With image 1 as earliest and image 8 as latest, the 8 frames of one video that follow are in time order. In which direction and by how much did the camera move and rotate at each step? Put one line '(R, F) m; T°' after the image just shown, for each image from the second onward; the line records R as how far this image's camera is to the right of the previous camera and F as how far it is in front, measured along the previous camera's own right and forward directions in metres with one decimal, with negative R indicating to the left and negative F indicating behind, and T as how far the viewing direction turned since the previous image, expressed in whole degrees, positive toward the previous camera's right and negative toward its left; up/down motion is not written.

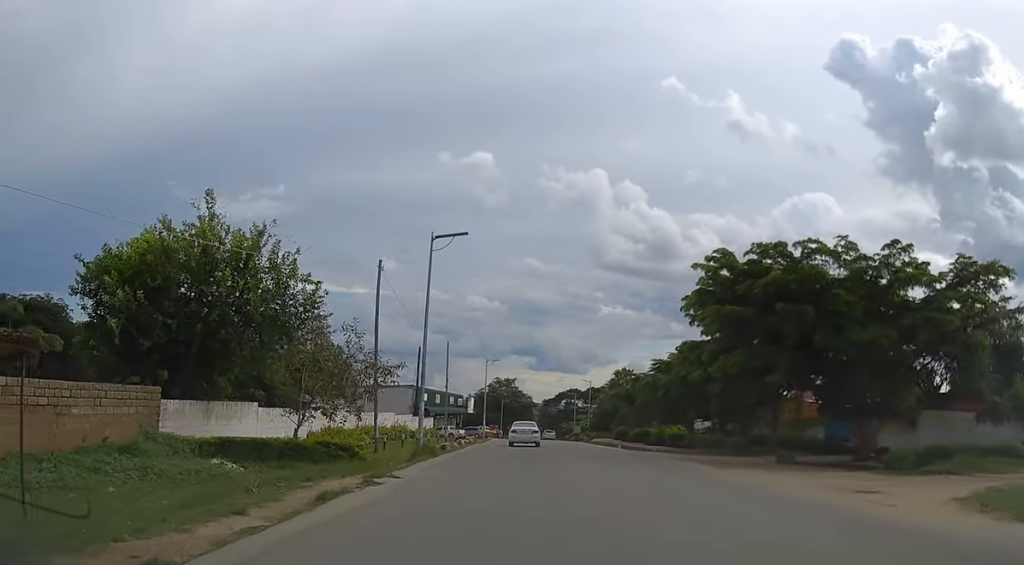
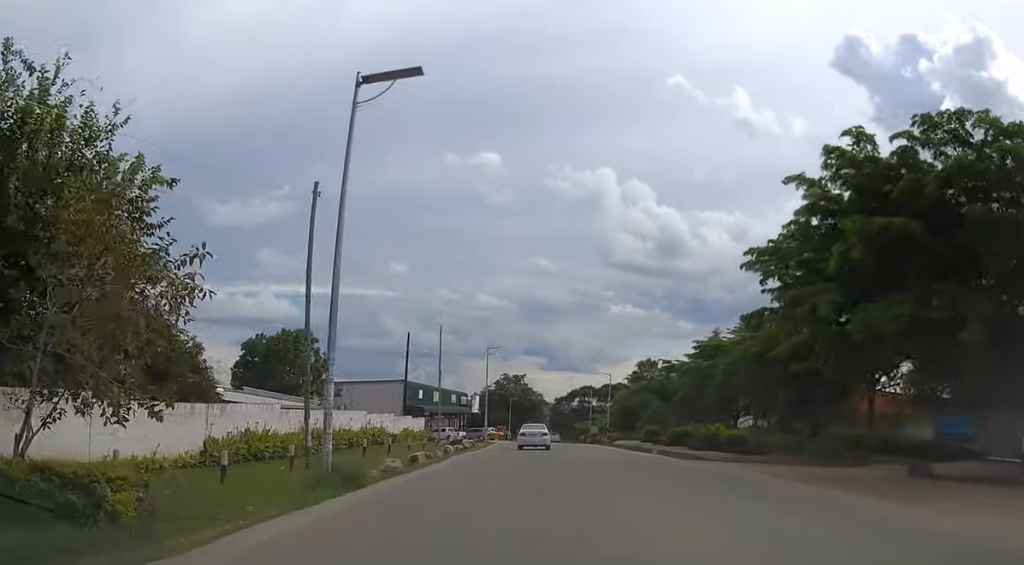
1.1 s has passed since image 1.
(-0.3, +12.5) m; -1°
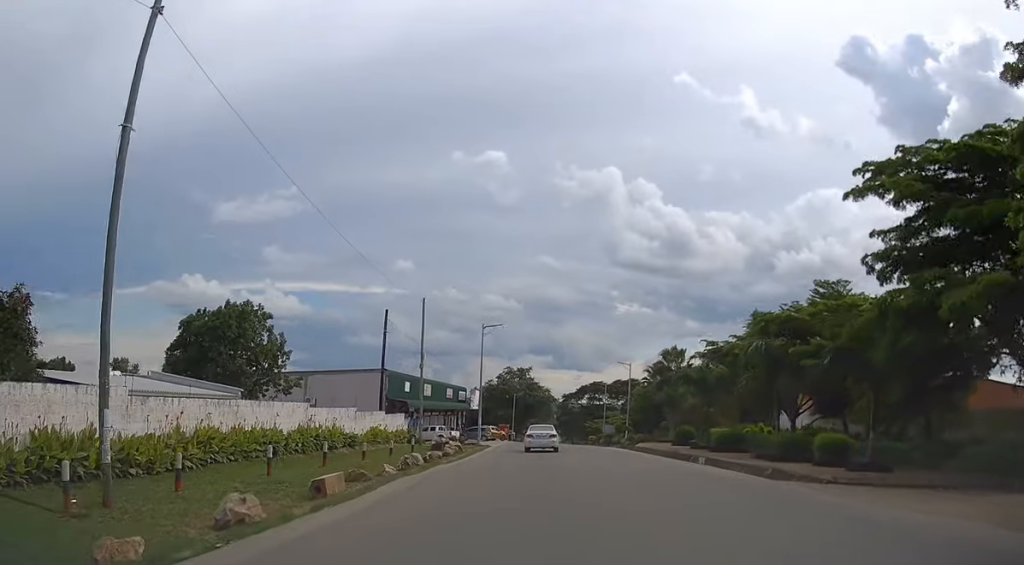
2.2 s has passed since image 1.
(+0.1, +12.4) m; 0°
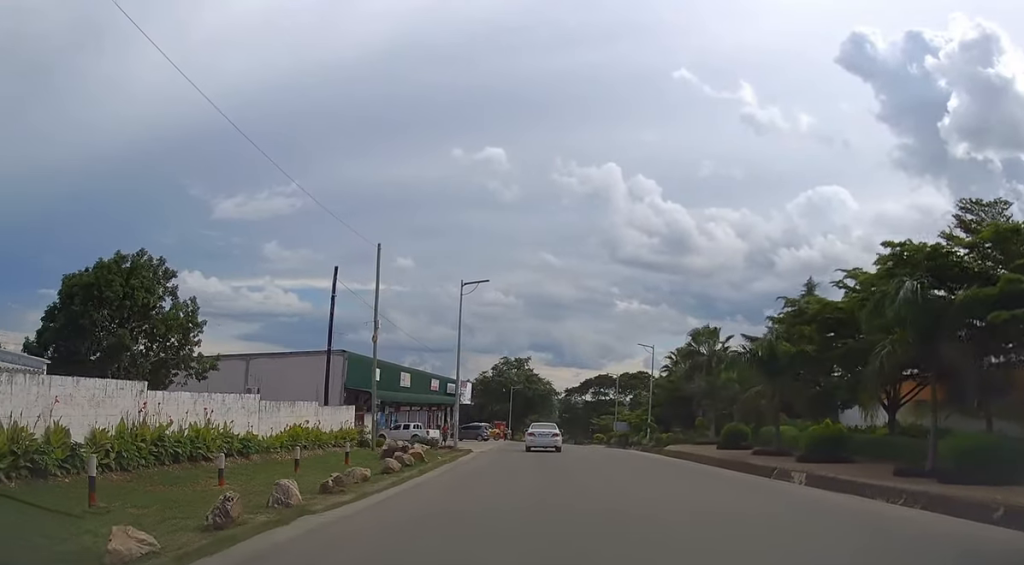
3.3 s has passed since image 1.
(-0.1, +13.8) m; 0°
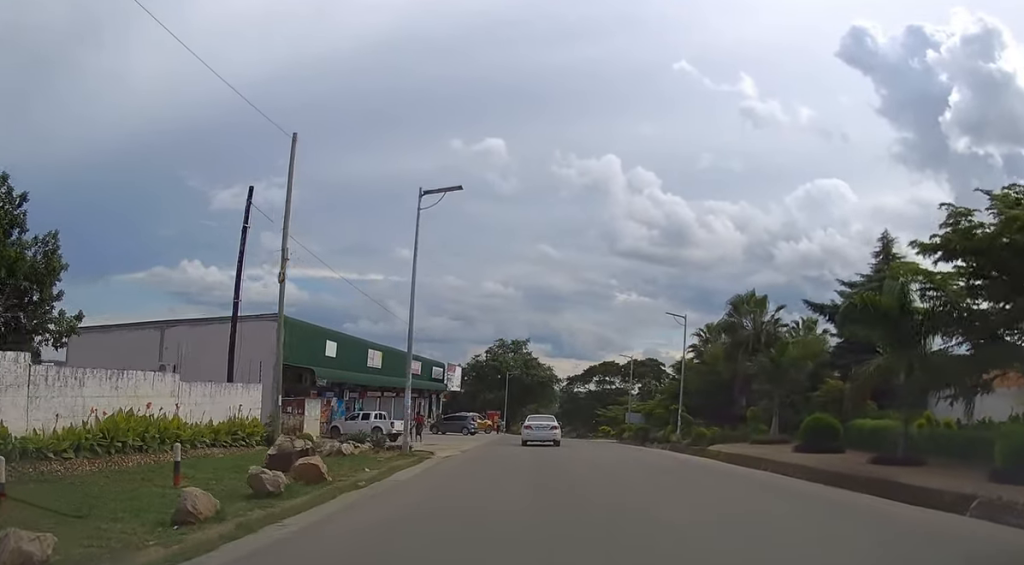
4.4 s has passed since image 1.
(0.0, +12.7) m; 0°
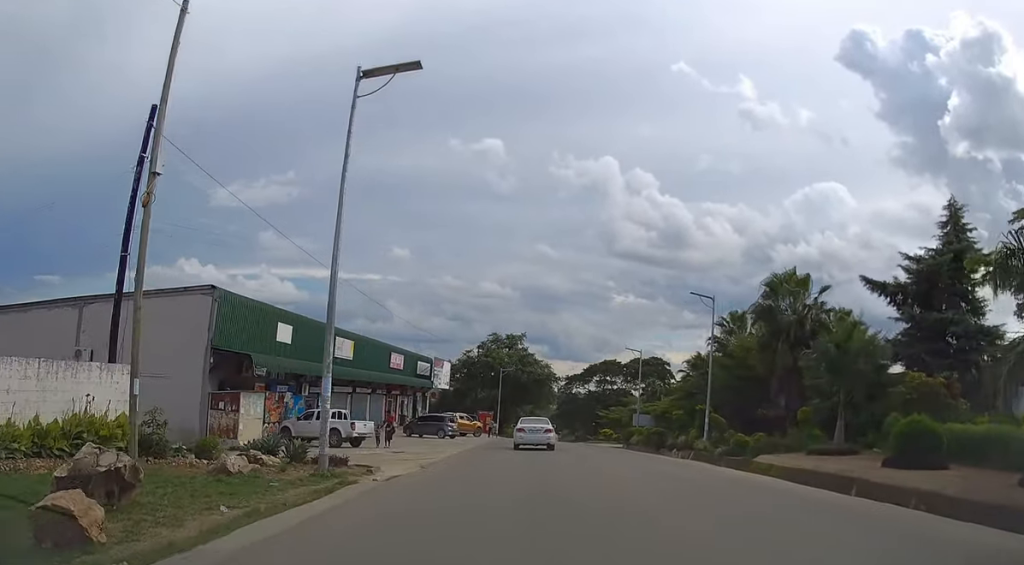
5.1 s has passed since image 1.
(0.0, +8.1) m; 0°
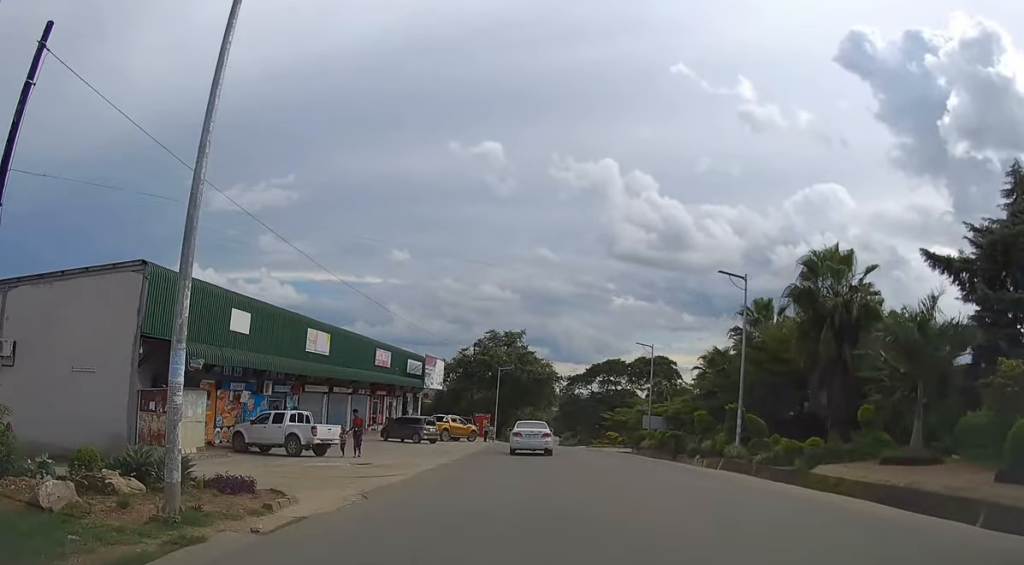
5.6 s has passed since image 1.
(+0.1, +5.9) m; 0°
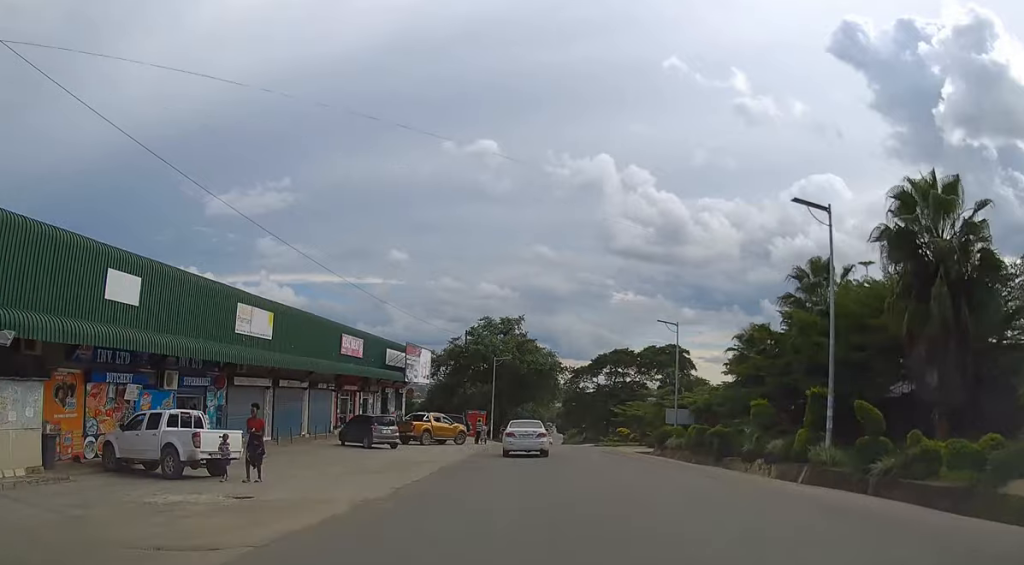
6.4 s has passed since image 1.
(0.0, +9.8) m; 0°
